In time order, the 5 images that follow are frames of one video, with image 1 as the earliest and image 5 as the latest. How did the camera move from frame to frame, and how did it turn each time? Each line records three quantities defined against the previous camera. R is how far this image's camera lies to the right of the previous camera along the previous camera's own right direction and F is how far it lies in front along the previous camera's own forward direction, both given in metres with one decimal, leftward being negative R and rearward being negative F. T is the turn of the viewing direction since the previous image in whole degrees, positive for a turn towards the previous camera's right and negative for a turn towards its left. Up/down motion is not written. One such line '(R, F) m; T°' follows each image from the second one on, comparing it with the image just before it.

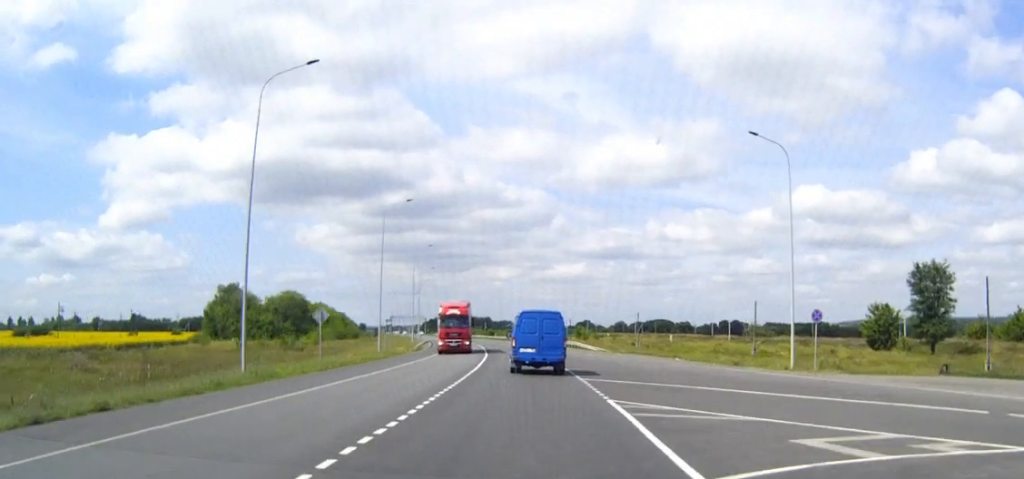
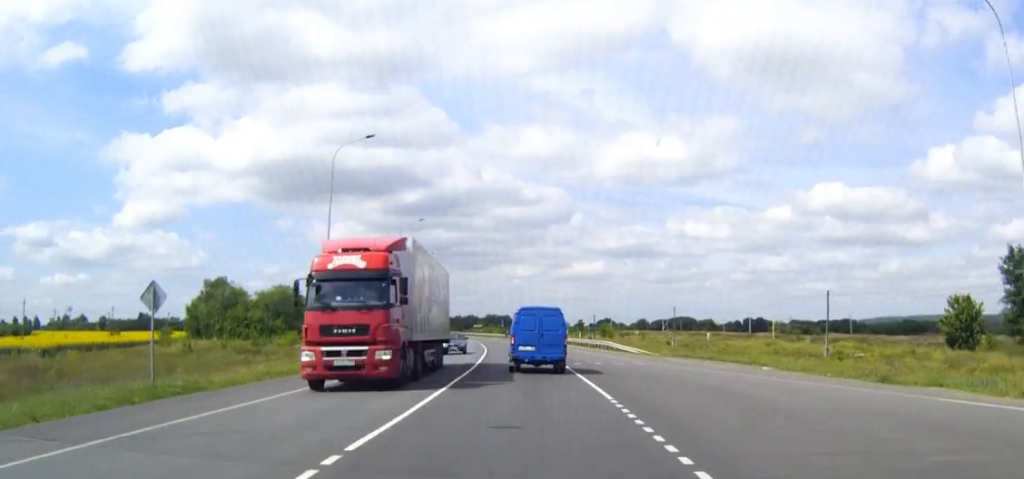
(-0.3, +21.2) m; -1°
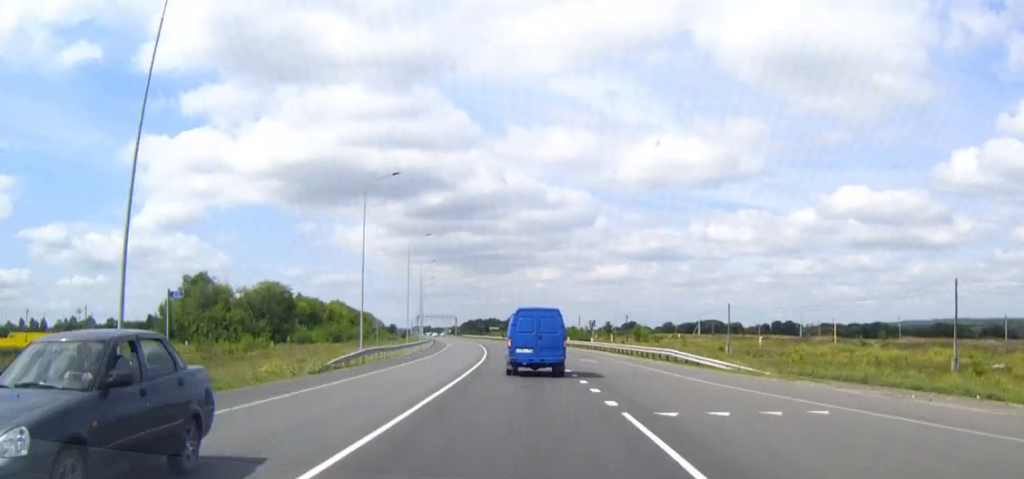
(-0.4, +24.5) m; -2°
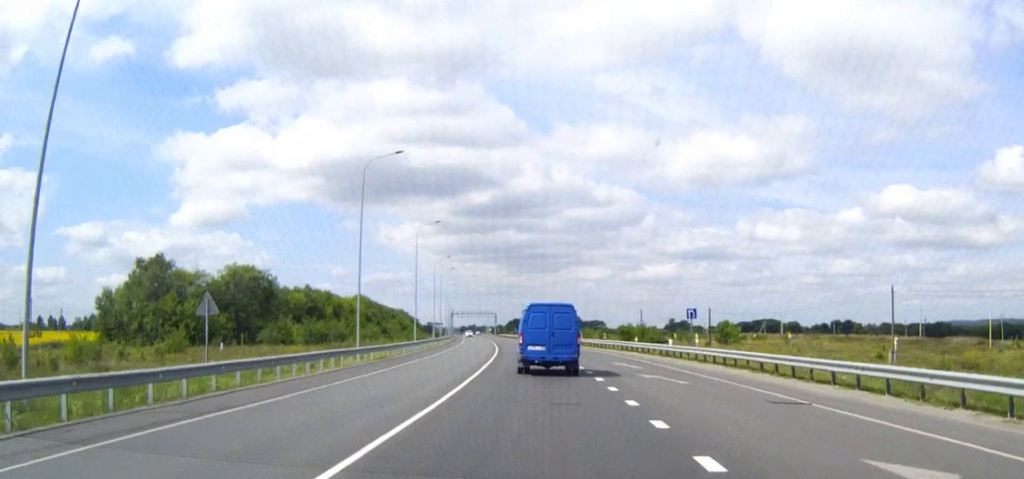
(-1.1, +40.6) m; -3°
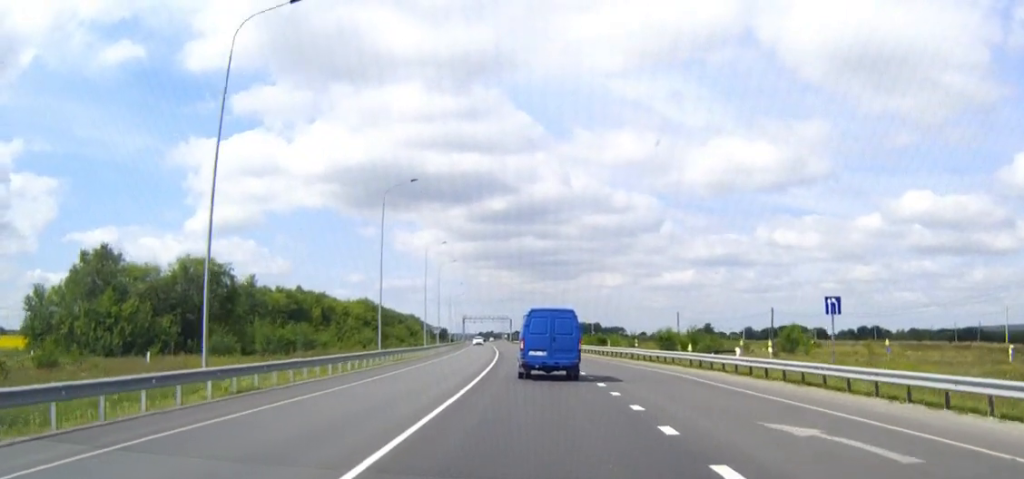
(-0.4, +24.9) m; -2°
